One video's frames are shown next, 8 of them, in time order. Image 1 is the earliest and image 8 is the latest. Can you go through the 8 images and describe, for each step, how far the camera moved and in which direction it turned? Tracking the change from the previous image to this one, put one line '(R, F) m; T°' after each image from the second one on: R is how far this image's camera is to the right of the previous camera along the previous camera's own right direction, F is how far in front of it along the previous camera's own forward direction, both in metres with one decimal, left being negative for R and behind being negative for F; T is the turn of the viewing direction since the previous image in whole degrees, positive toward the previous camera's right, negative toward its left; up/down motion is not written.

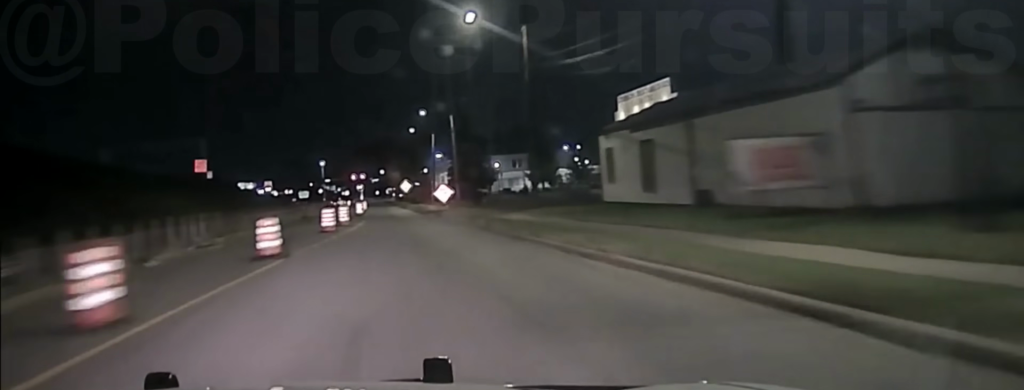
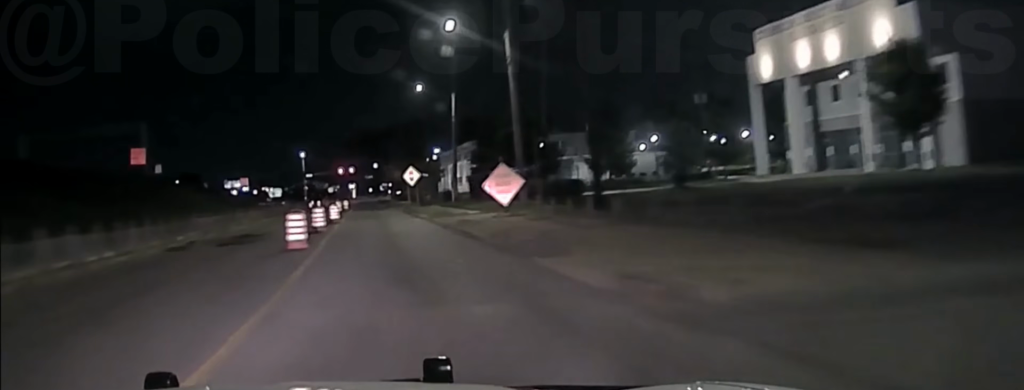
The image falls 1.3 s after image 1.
(+0.3, +36.8) m; 0°
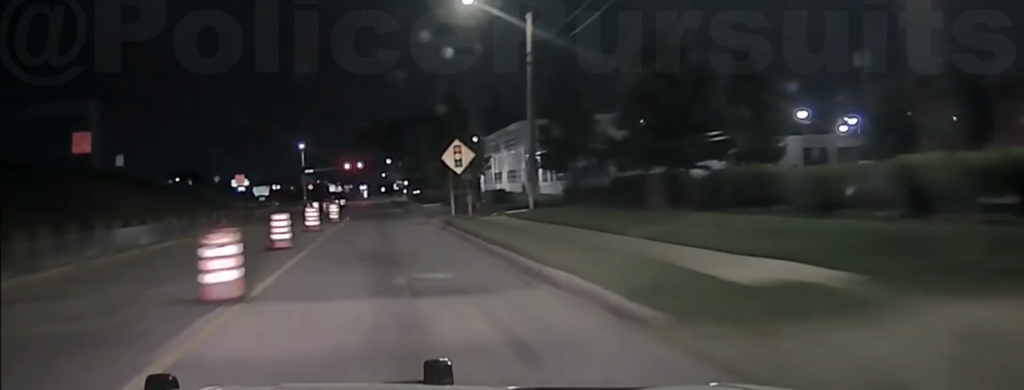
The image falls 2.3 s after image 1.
(0.0, +31.0) m; 0°
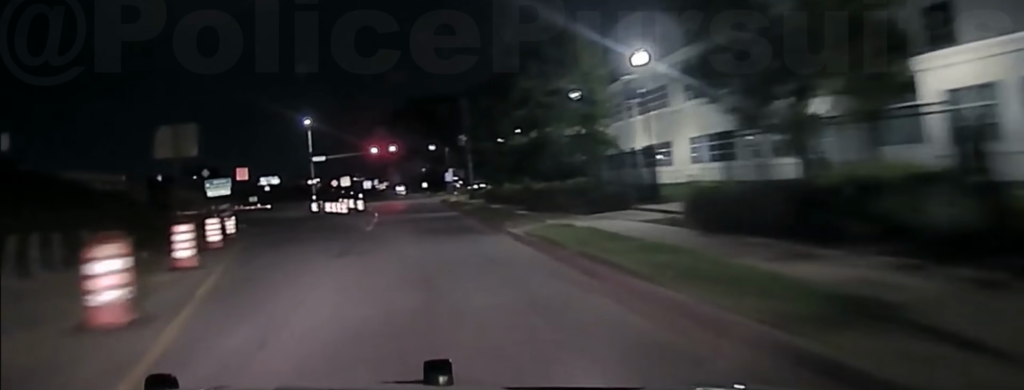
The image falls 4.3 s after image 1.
(-1.1, +57.9) m; -3°
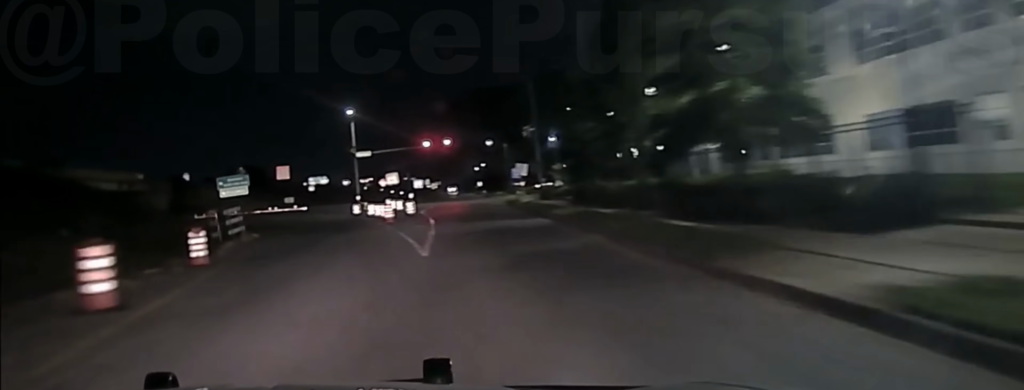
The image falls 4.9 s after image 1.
(0.0, +17.0) m; -2°
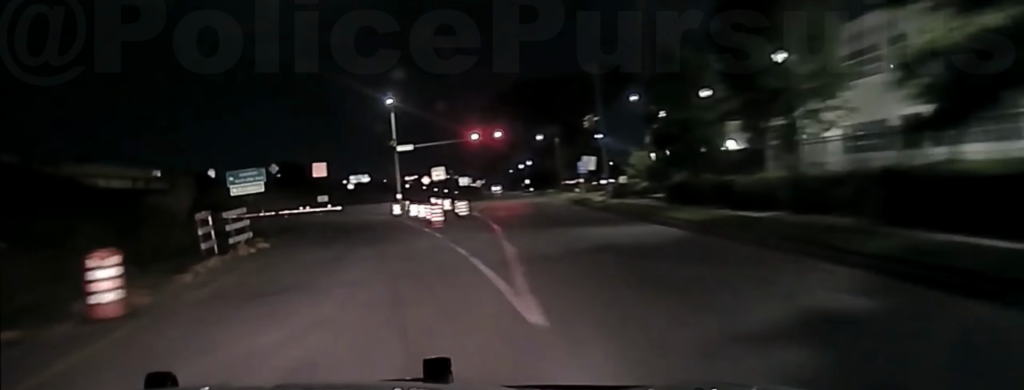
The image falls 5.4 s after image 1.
(-0.4, +11.0) m; -2°
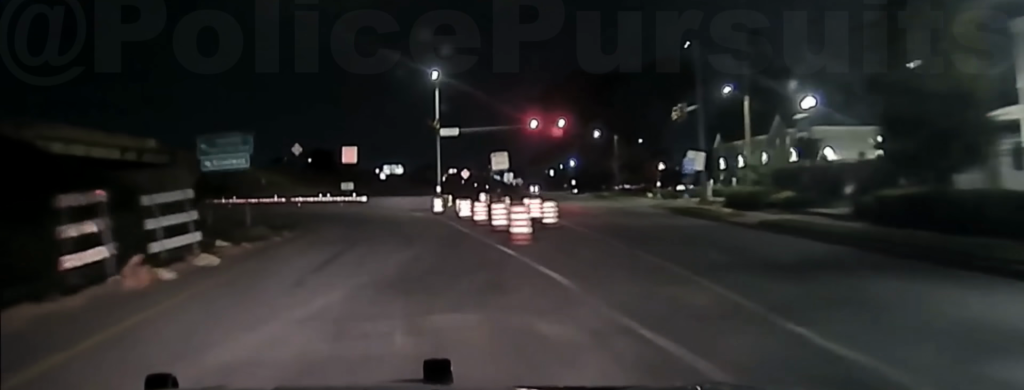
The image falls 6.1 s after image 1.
(-0.3, +14.6) m; -3°
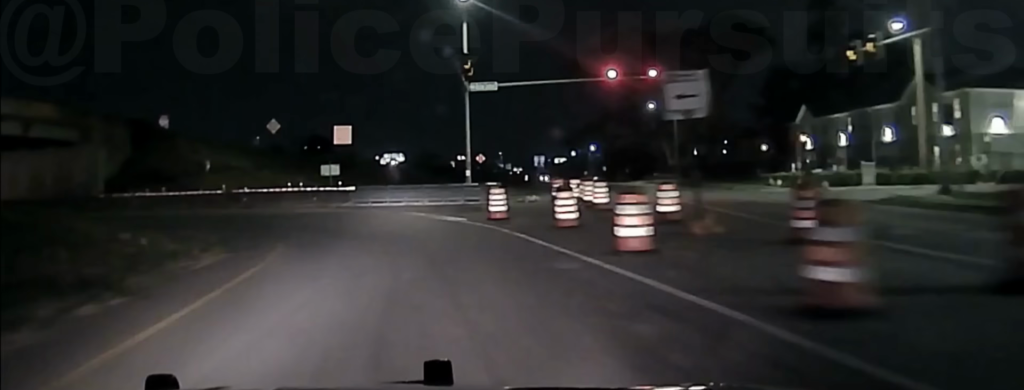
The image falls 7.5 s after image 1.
(-0.9, +25.1) m; -3°
